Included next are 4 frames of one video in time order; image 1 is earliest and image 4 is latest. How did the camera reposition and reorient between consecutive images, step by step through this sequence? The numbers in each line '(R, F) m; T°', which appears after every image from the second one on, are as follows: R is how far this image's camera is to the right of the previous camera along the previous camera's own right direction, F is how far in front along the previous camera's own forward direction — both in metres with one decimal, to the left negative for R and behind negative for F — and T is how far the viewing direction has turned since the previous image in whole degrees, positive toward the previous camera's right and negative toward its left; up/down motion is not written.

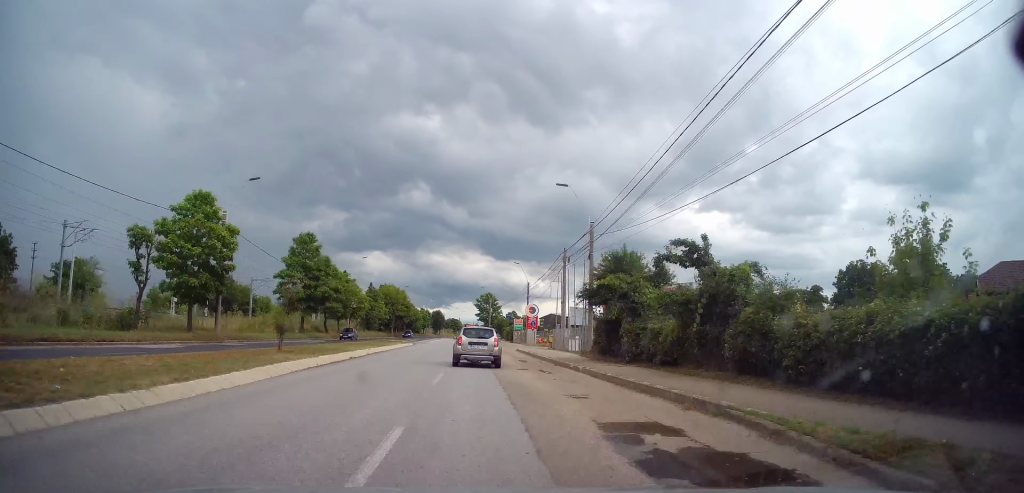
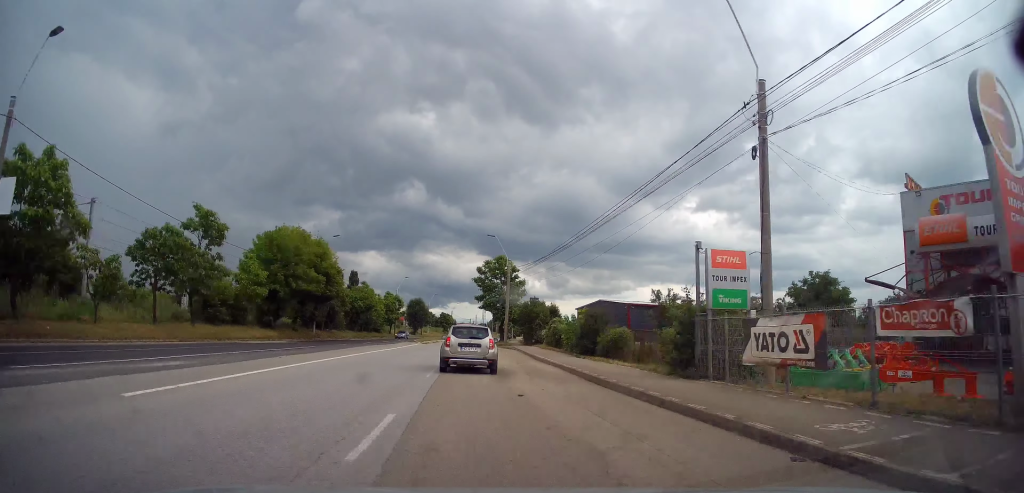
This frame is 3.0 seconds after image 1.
(+0.9, +62.1) m; +2°
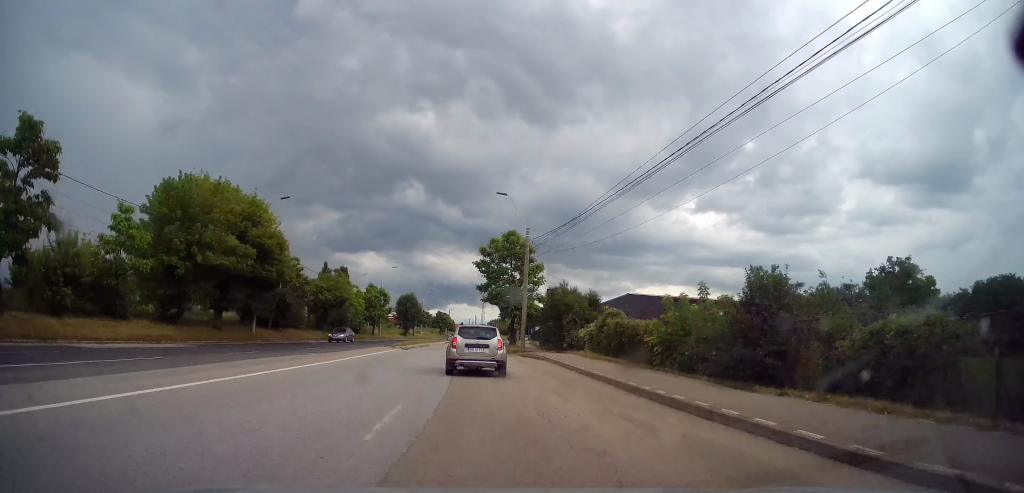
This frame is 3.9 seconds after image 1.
(+0.2, +17.1) m; -1°
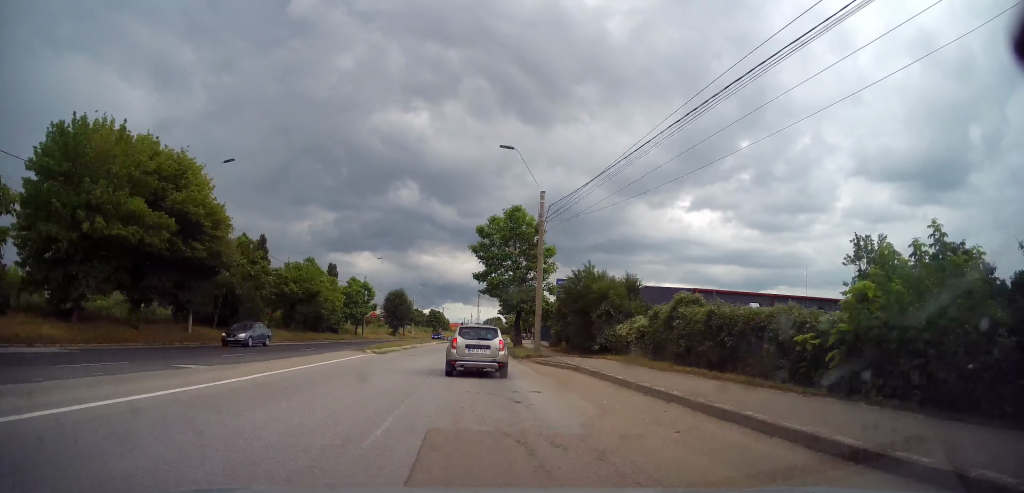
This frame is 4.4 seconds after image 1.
(-0.2, +9.7) m; 0°
